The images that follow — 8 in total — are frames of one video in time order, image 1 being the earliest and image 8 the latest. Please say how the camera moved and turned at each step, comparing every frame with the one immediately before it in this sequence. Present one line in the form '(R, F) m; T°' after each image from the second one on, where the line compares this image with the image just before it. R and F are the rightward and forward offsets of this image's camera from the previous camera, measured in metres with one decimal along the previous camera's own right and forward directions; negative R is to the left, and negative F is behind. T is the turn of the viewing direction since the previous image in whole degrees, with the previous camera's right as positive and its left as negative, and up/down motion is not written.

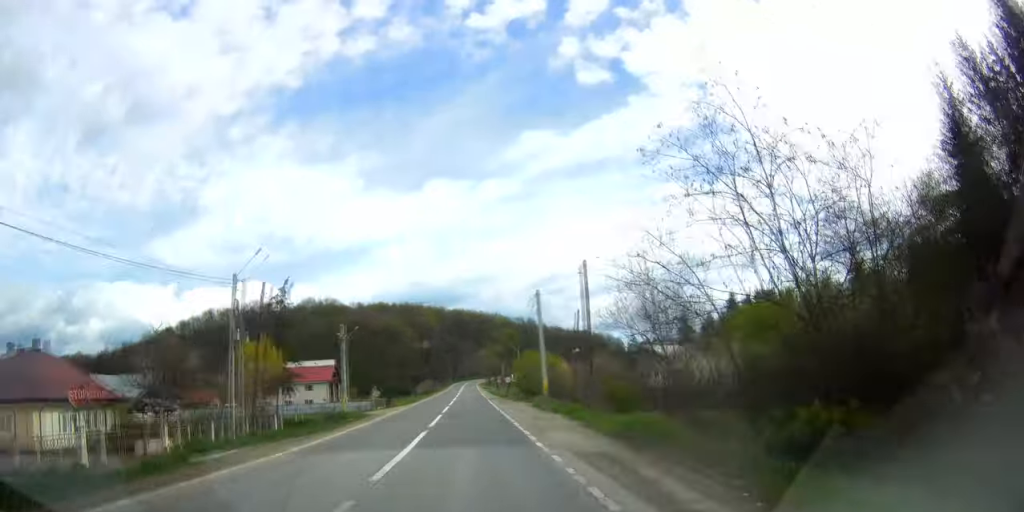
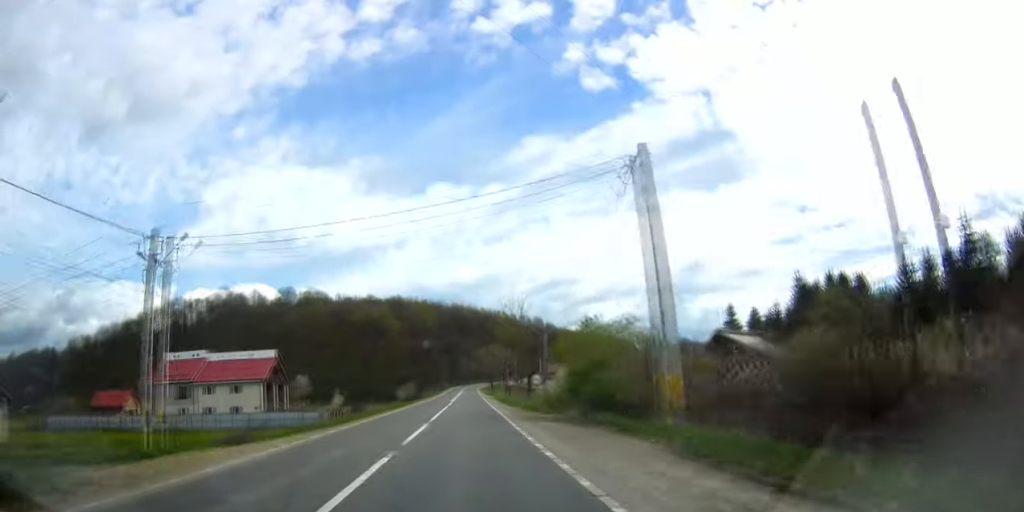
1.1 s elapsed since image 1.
(-1.3, +31.9) m; -1°
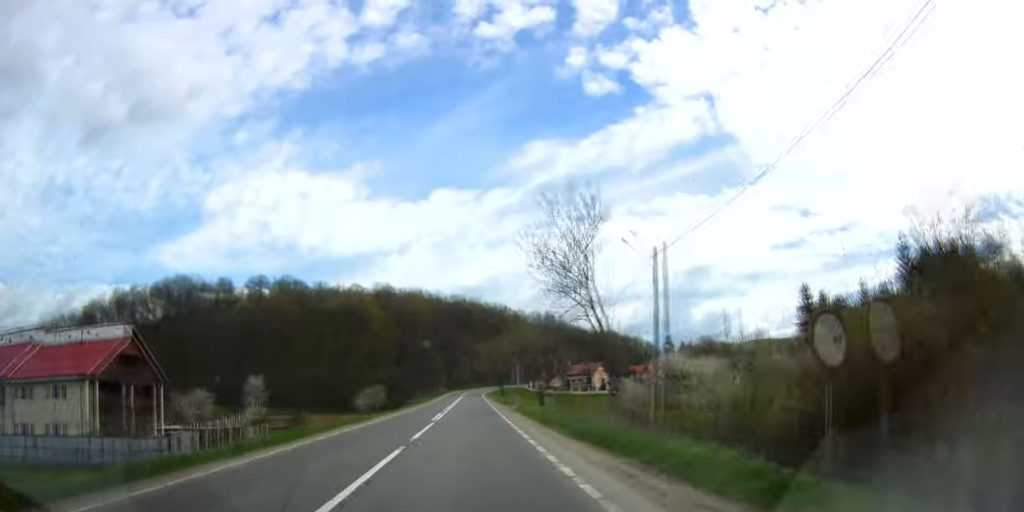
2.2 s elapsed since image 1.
(+0.8, +34.4) m; +2°
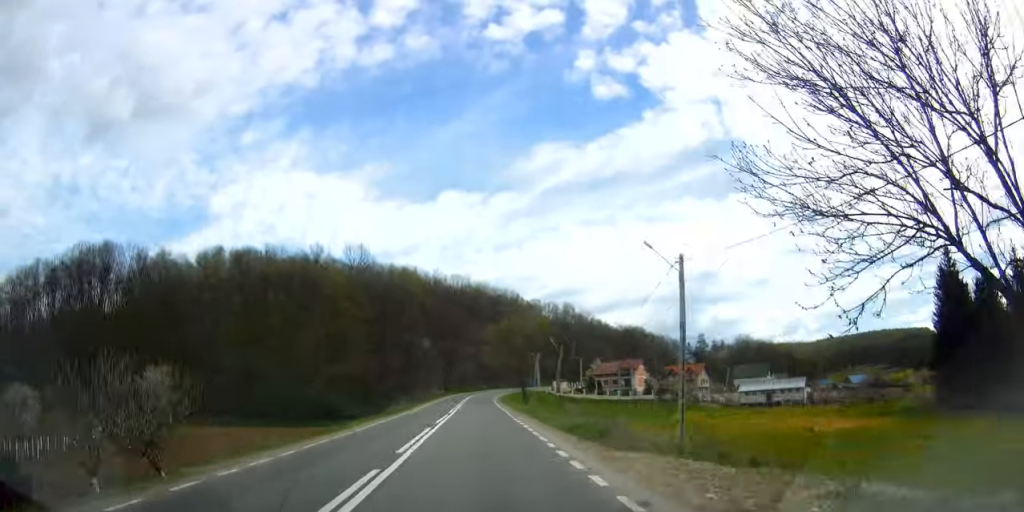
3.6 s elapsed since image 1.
(0.0, +41.2) m; 0°
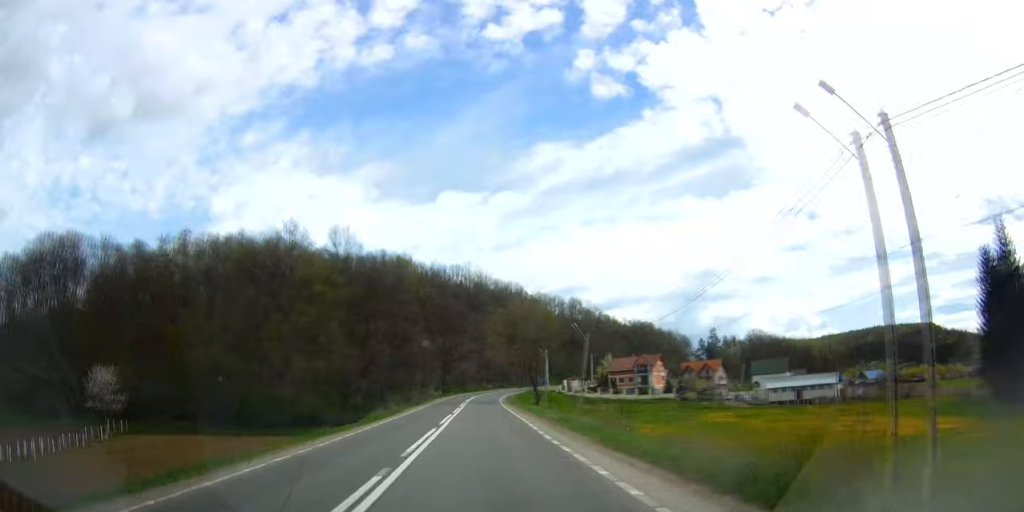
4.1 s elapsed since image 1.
(0.0, +12.9) m; 0°
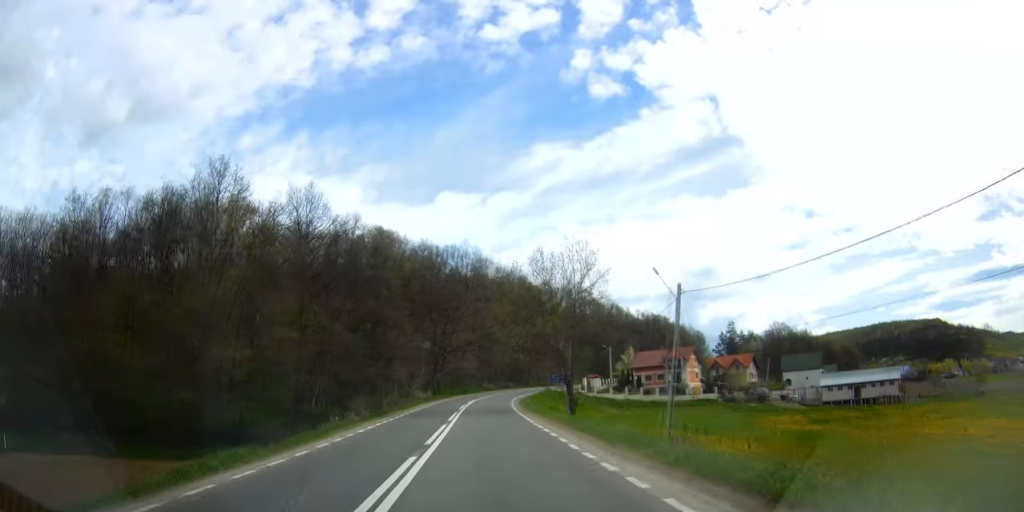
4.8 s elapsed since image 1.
(0.0, +20.9) m; 0°
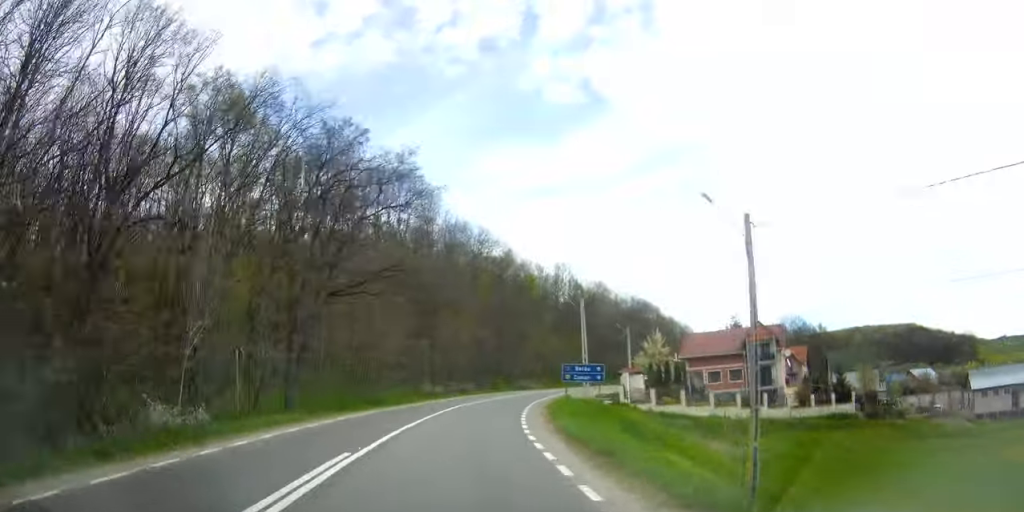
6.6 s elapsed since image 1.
(-0.3, +51.6) m; 0°
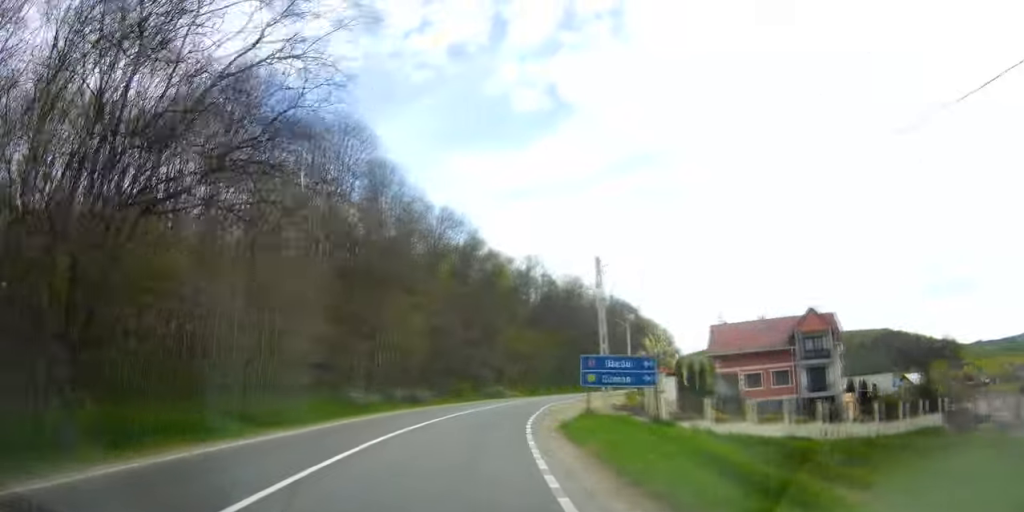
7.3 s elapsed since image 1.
(+0.1, +19.0) m; 0°
